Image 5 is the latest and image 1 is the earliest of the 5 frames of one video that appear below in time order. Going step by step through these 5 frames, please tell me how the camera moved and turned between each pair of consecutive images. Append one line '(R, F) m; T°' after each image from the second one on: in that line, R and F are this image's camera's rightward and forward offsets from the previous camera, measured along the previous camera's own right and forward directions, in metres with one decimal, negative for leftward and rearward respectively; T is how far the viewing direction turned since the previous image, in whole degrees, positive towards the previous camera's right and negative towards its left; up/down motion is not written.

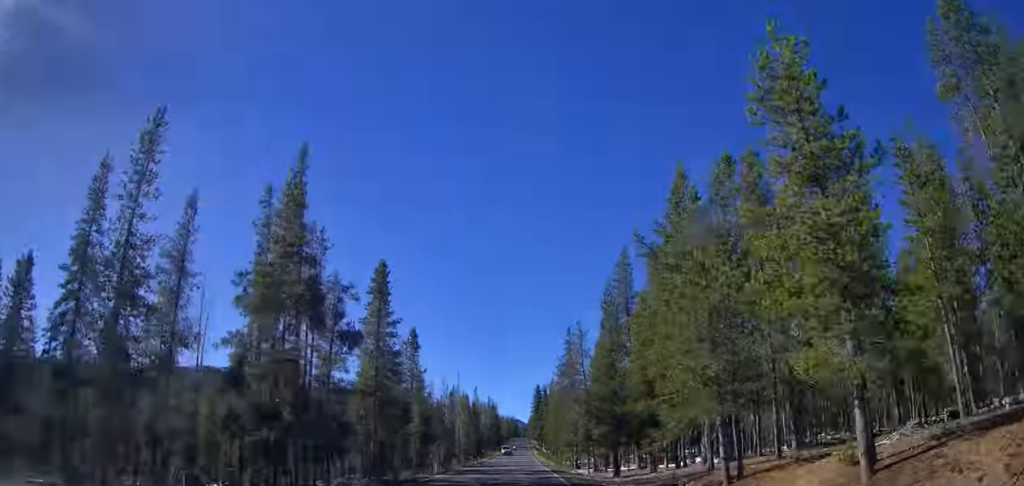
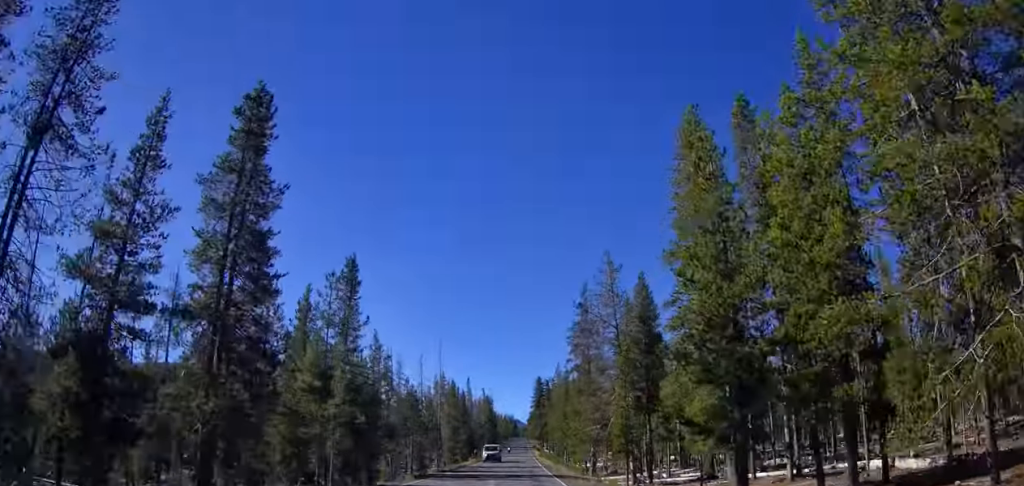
(-0.3, +24.0) m; 0°
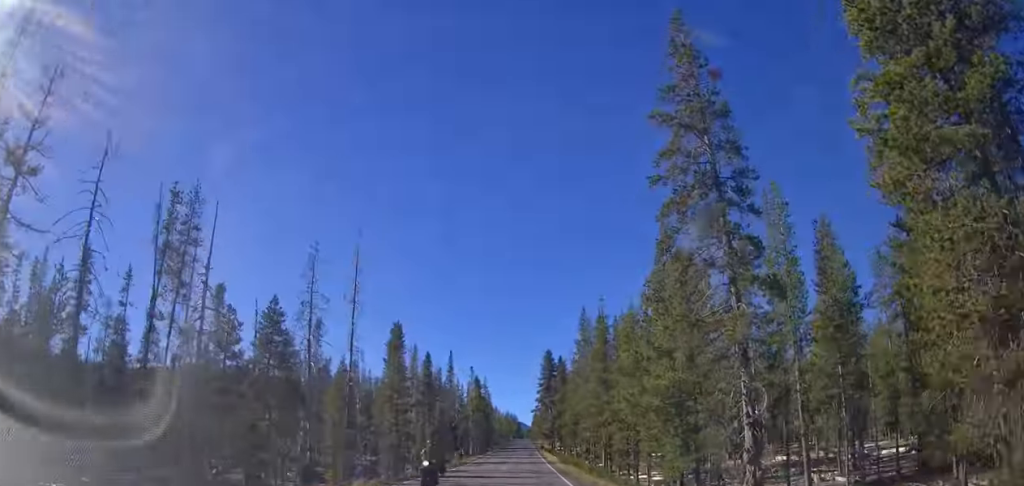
(+0.6, +46.9) m; +1°
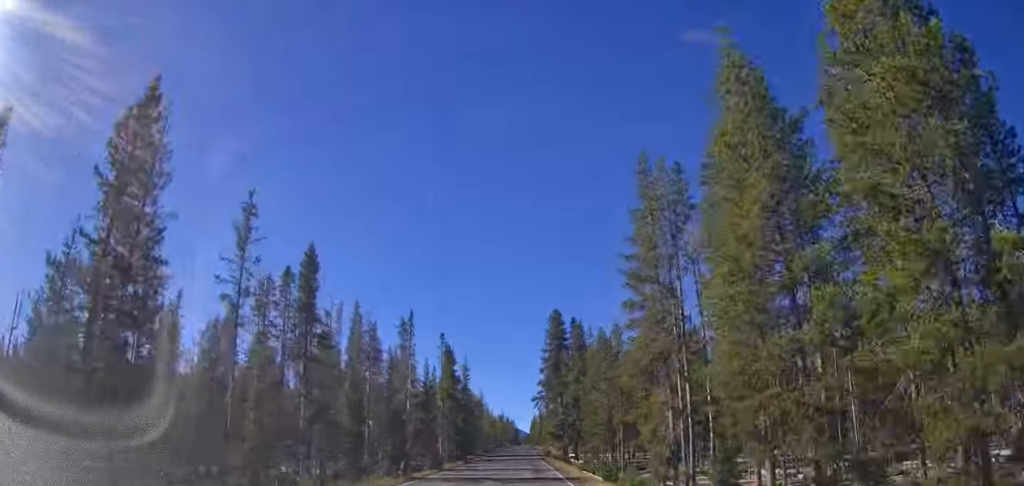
(+0.2, +40.4) m; 0°
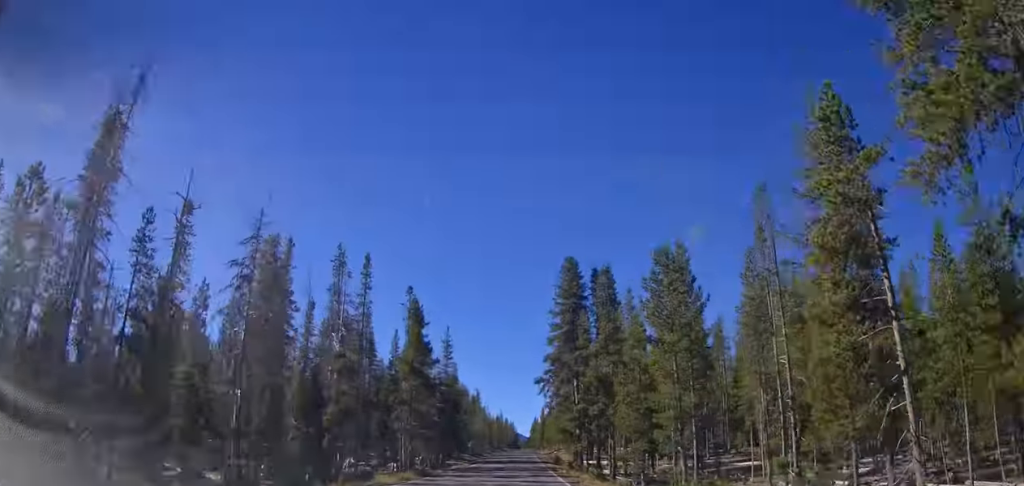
(0.0, +24.8) m; 0°
